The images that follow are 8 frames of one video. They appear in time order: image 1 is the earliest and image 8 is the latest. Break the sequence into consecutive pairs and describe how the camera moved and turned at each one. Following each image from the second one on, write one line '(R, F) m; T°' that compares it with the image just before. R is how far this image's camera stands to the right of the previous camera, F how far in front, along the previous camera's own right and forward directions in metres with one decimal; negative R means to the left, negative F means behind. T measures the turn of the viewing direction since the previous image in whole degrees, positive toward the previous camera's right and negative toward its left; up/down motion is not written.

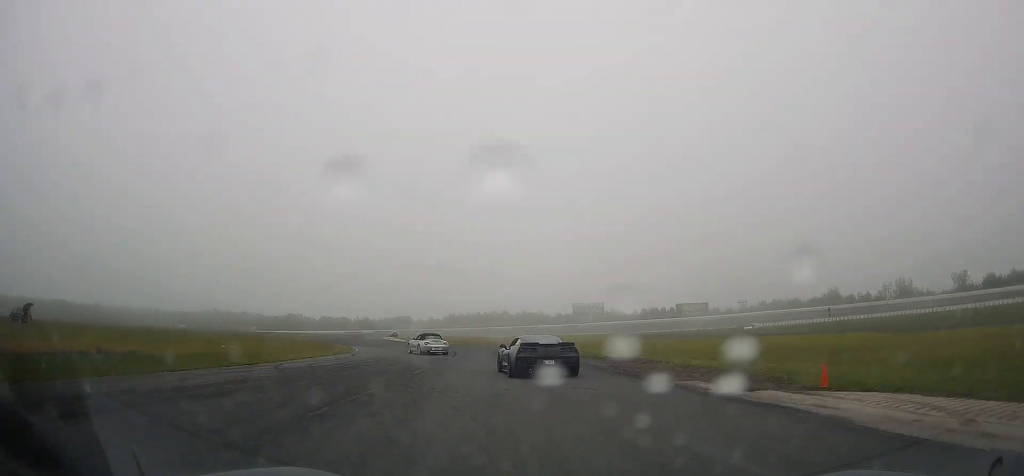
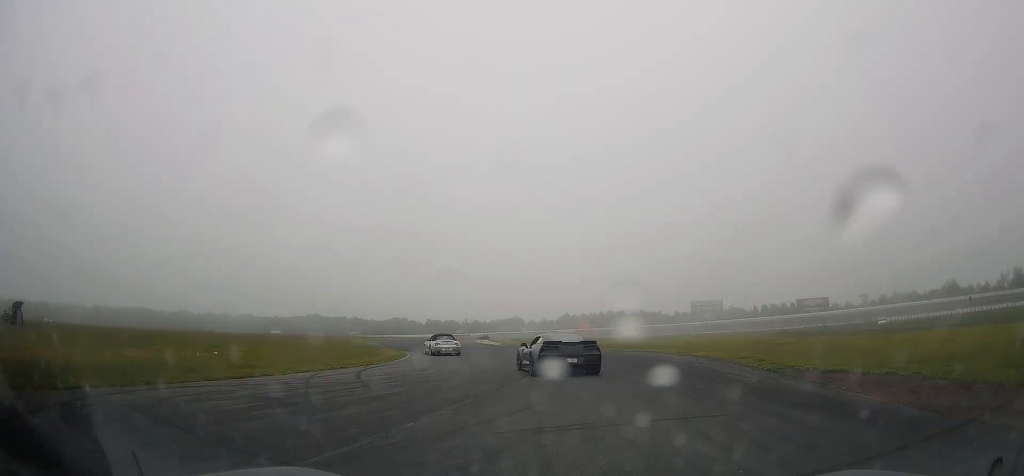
(-0.9, +14.1) m; -12°
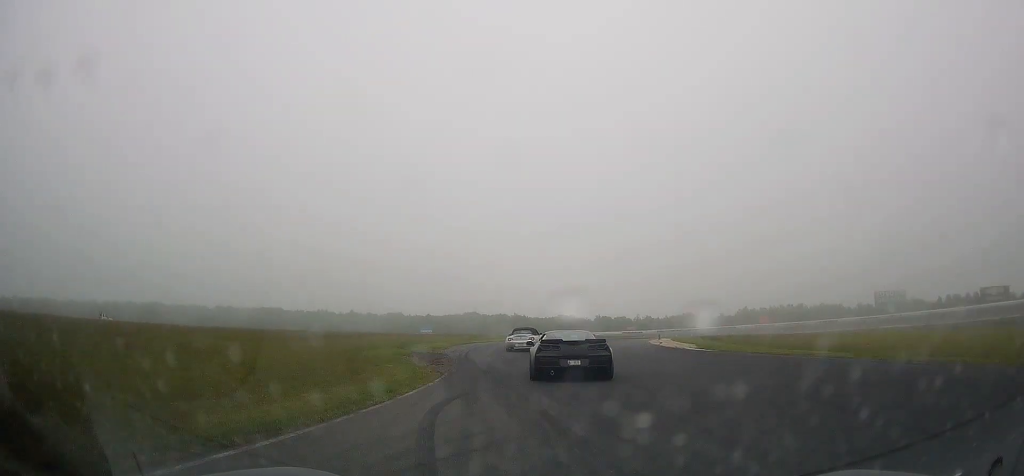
(-4.4, +28.3) m; -10°
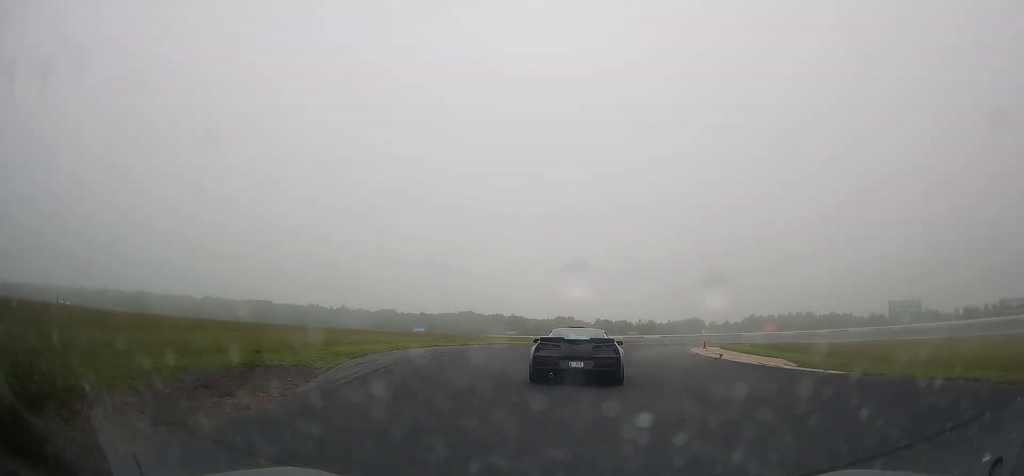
(-0.5, +15.2) m; 0°
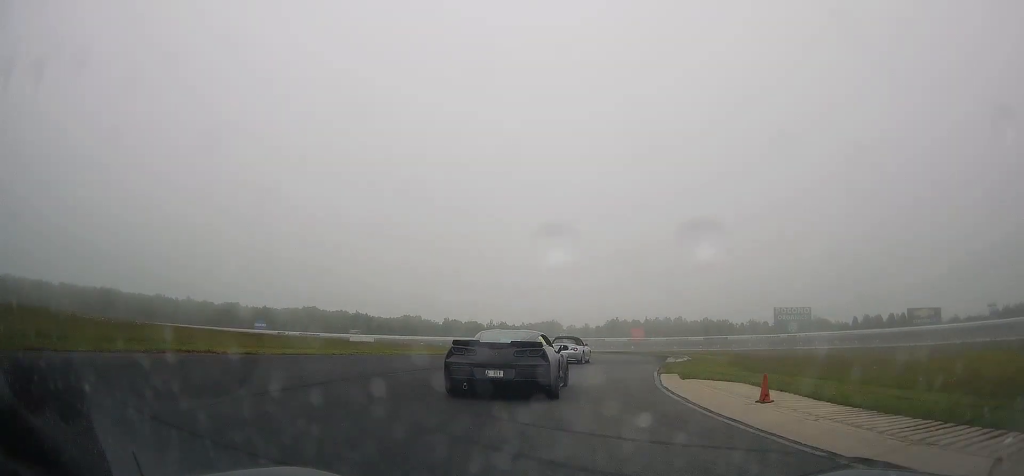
(+1.8, +25.4) m; +10°
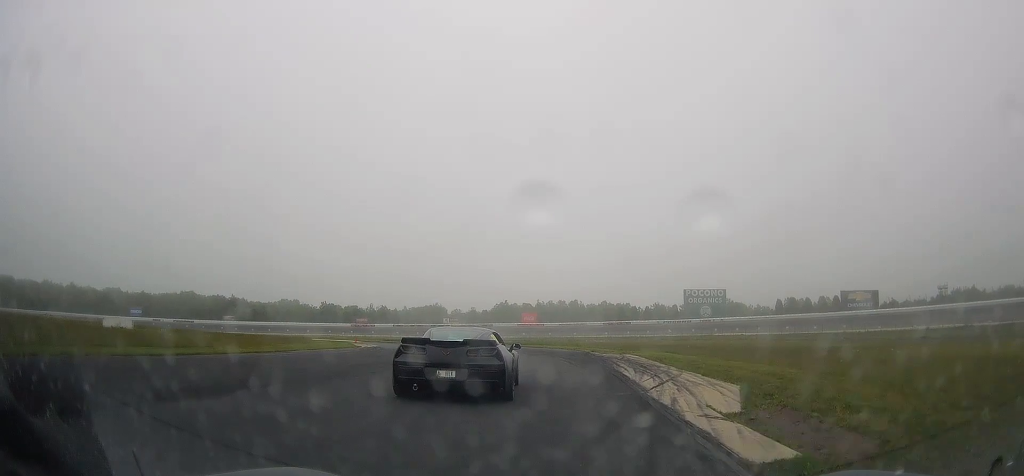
(+2.9, +27.2) m; +8°
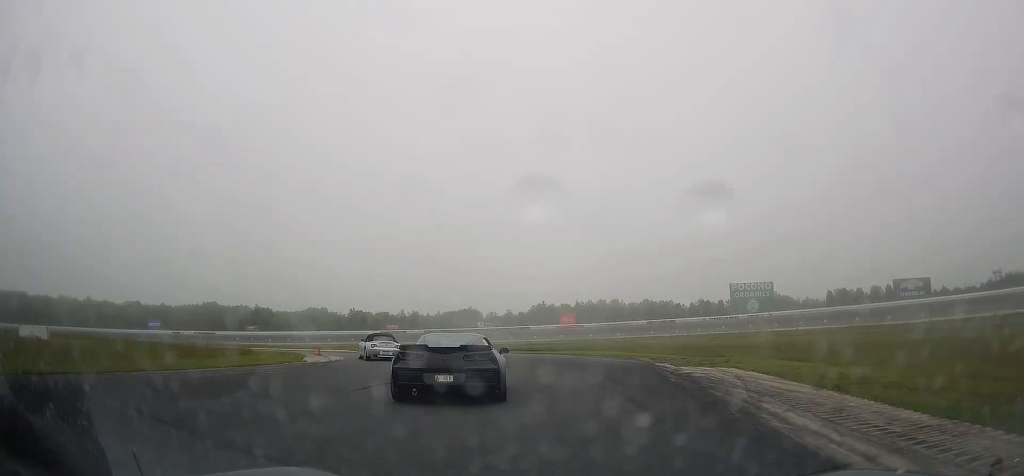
(+0.1, +13.0) m; -4°
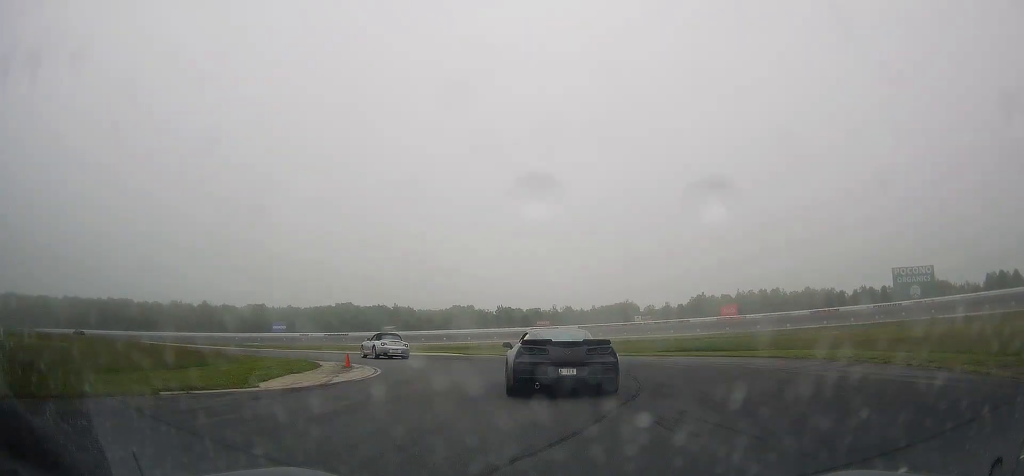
(-0.7, +14.2) m; -12°
